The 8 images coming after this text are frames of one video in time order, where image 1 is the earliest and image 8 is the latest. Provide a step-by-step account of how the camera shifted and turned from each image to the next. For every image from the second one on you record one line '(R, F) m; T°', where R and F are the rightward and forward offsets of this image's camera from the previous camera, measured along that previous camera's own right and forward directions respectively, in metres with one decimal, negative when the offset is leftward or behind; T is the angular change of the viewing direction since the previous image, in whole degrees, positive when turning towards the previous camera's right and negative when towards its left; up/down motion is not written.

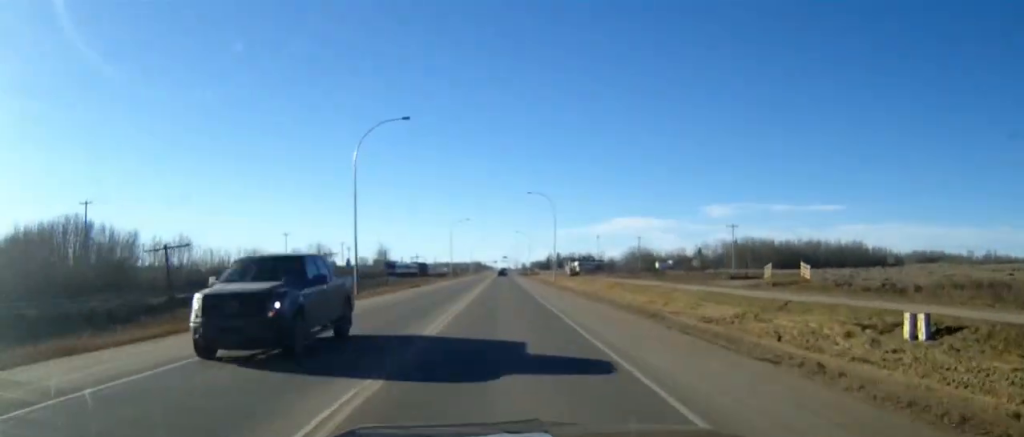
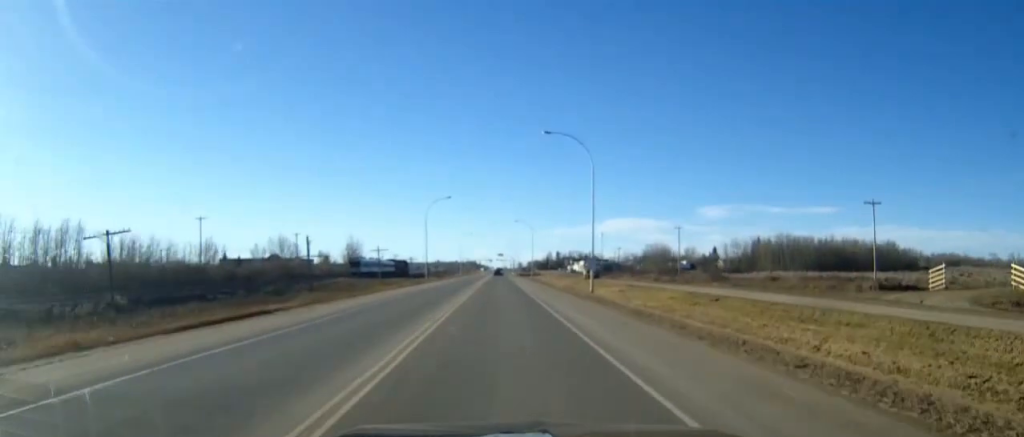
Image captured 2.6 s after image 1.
(+0.4, +45.7) m; +1°
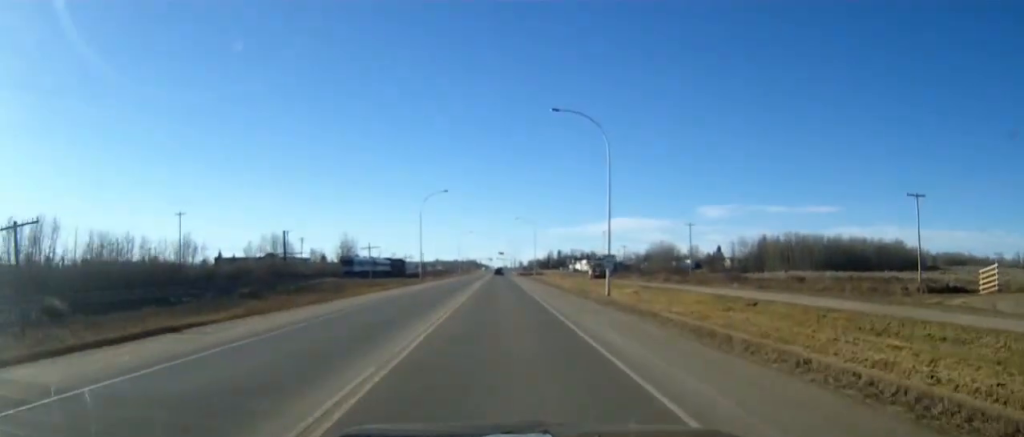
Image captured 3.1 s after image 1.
(0.0, +8.2) m; 0°
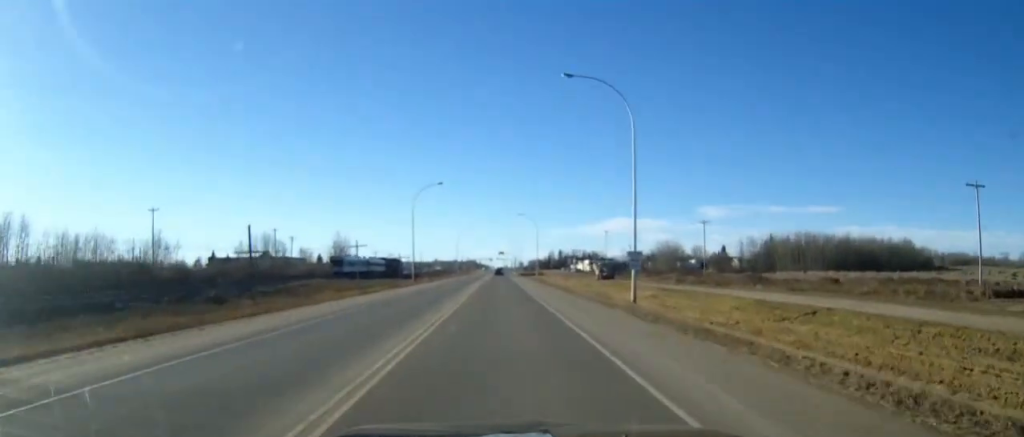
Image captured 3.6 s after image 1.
(0.0, +9.4) m; 0°
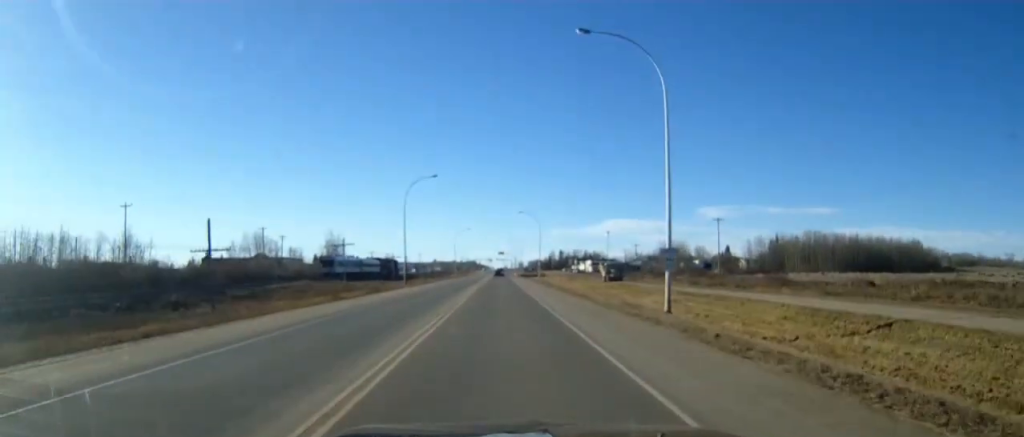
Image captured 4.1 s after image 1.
(0.0, +8.2) m; 0°
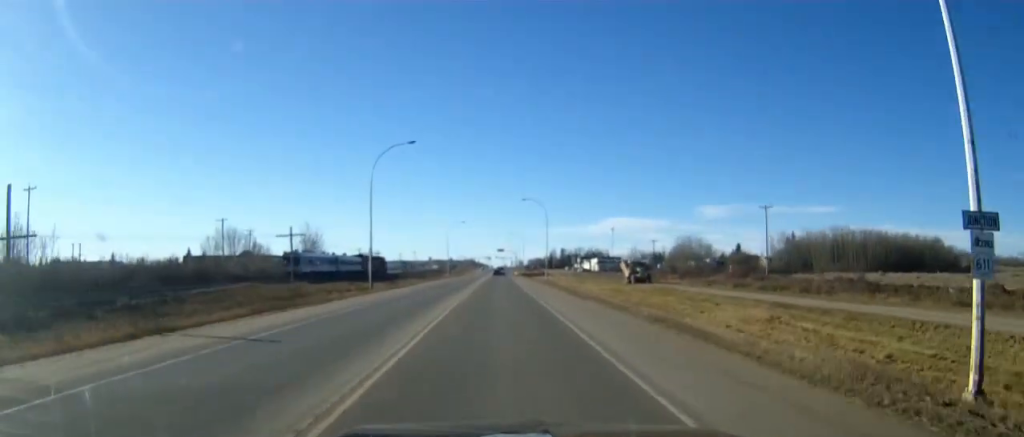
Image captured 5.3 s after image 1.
(0.0, +22.3) m; 0°
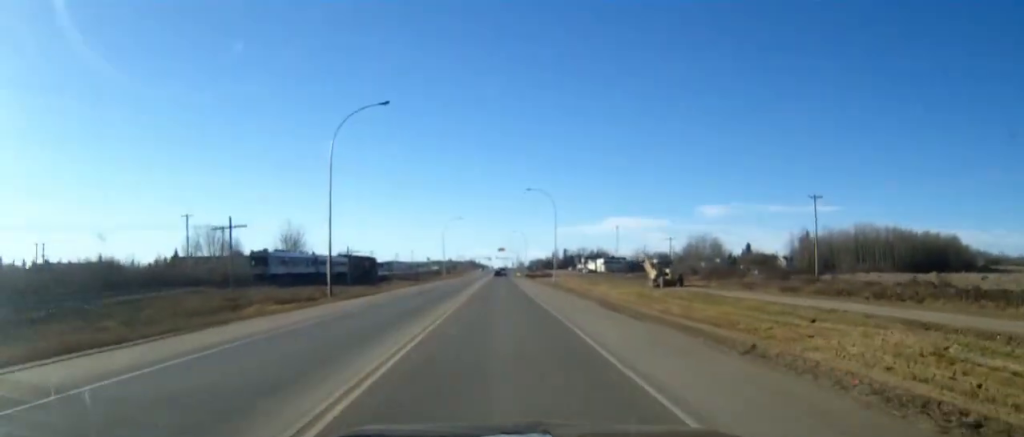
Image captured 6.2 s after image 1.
(0.0, +15.8) m; 0°
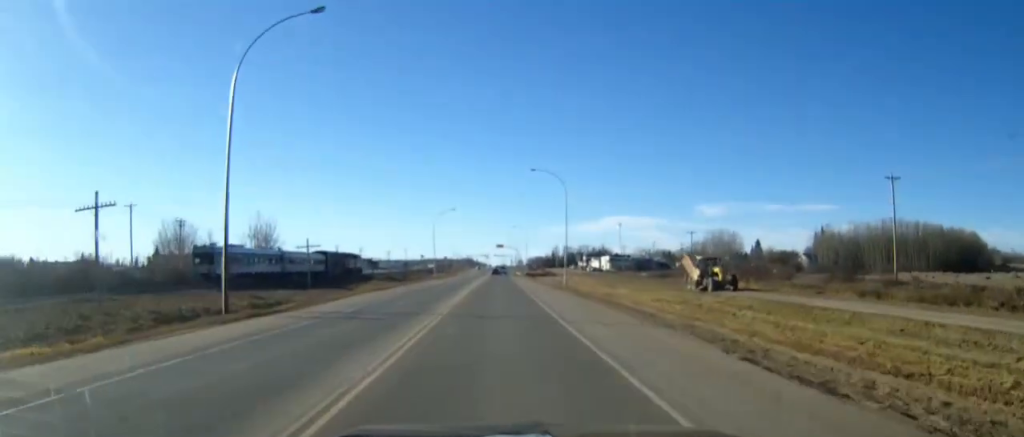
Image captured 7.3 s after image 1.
(0.0, +18.5) m; 0°
